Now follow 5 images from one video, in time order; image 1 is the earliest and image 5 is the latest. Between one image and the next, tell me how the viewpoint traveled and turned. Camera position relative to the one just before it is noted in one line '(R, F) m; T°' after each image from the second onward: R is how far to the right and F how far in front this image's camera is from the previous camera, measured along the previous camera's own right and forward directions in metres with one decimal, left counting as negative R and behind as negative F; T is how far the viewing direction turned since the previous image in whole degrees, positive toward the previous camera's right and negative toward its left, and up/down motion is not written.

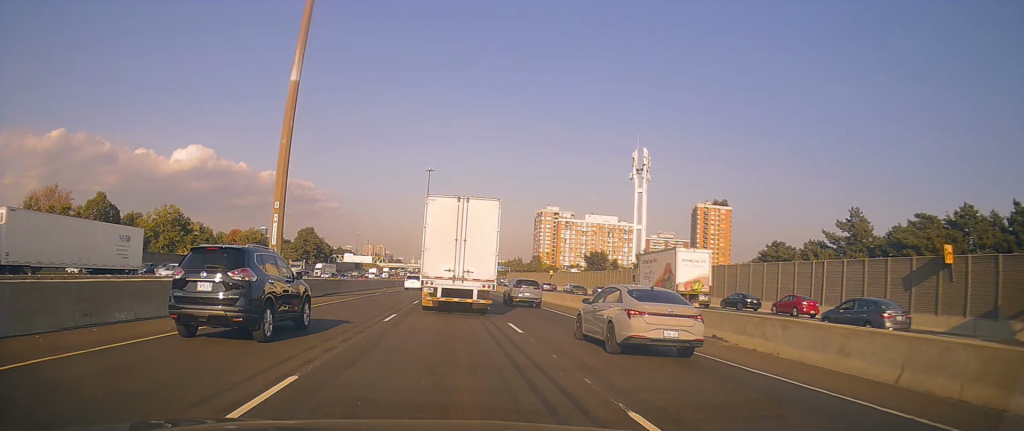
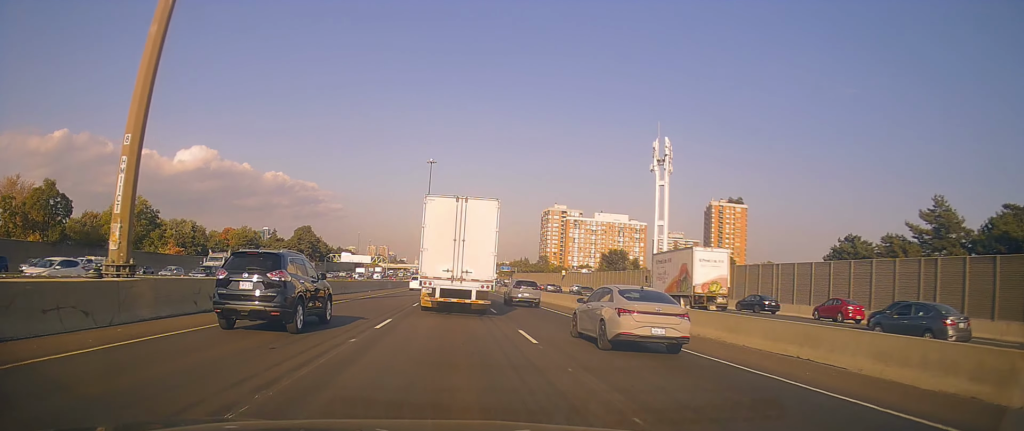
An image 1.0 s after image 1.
(-0.2, +14.6) m; -1°
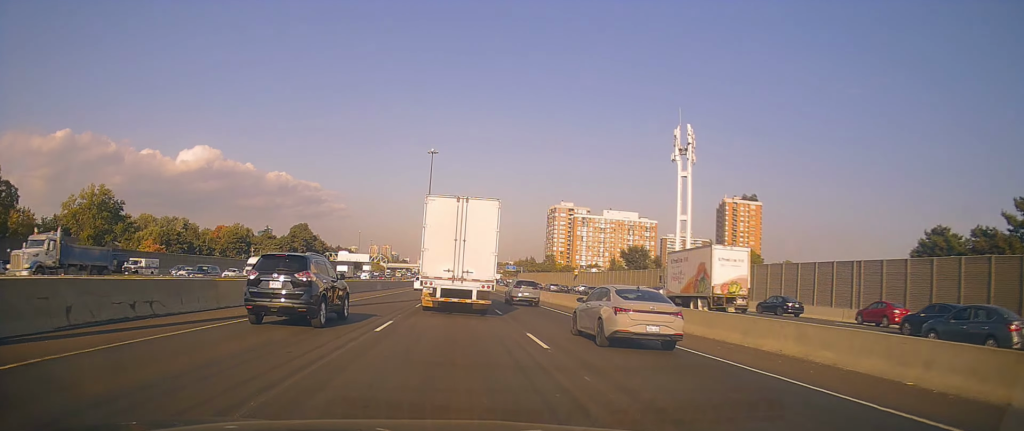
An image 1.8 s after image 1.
(+0.1, +13.0) m; 0°
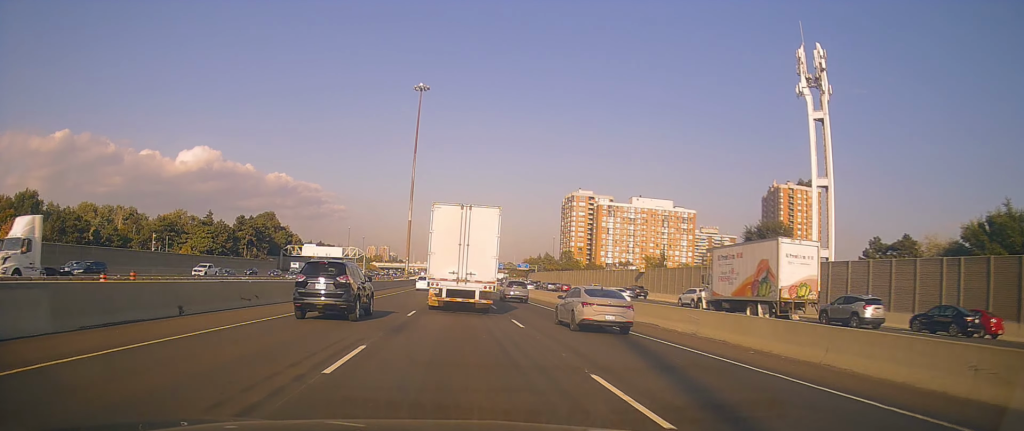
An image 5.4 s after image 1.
(+0.1, +55.2) m; -1°
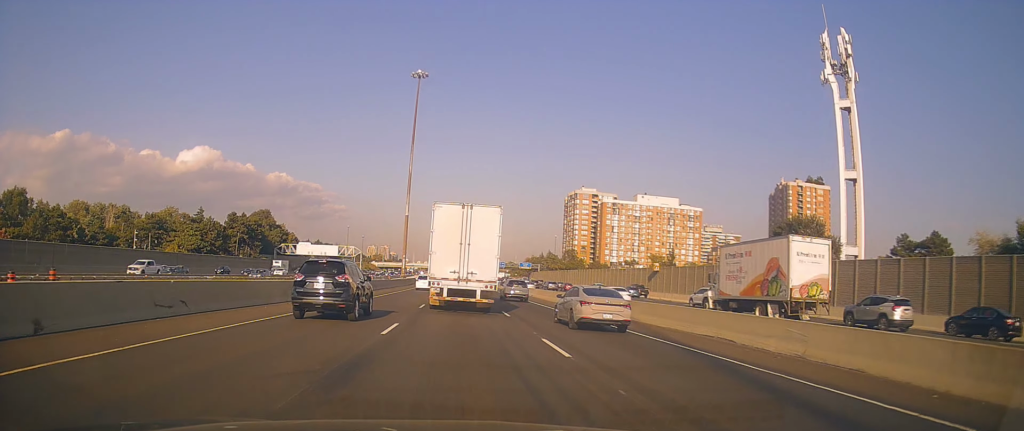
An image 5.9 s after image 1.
(-0.1, +6.8) m; -1°
